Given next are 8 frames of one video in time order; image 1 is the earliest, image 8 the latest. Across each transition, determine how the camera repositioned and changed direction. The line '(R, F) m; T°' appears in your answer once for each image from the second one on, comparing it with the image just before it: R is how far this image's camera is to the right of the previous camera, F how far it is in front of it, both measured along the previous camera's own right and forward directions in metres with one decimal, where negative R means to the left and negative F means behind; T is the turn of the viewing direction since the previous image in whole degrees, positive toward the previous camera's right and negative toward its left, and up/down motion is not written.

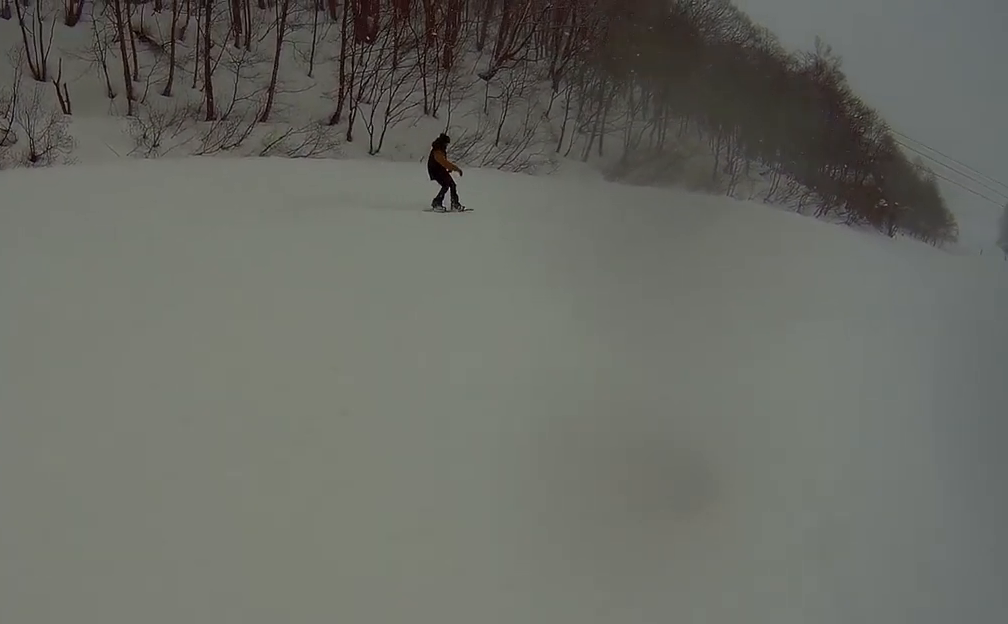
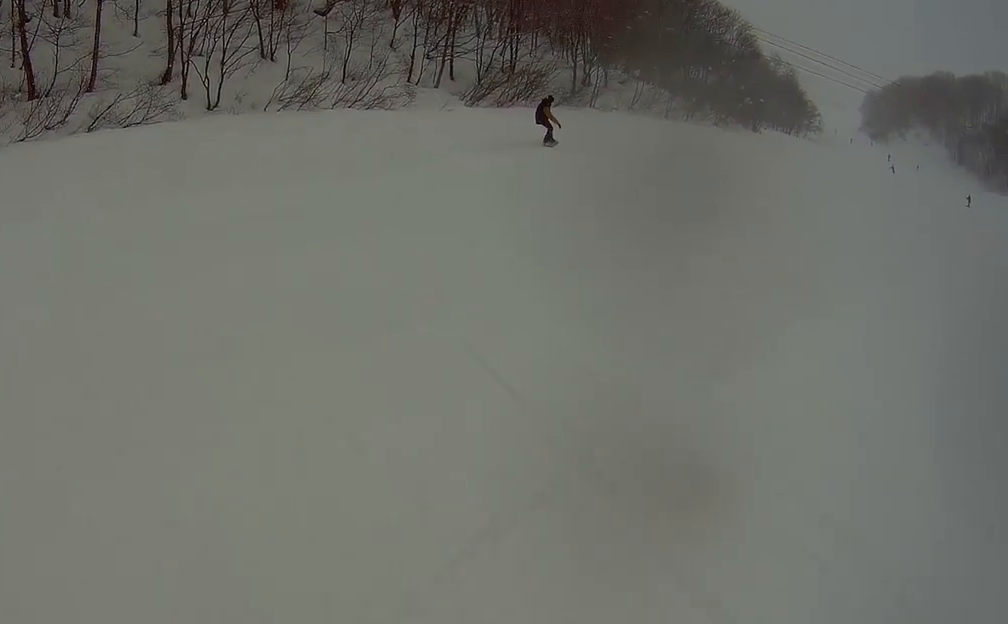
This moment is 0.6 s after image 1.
(-0.1, +2.7) m; -12°
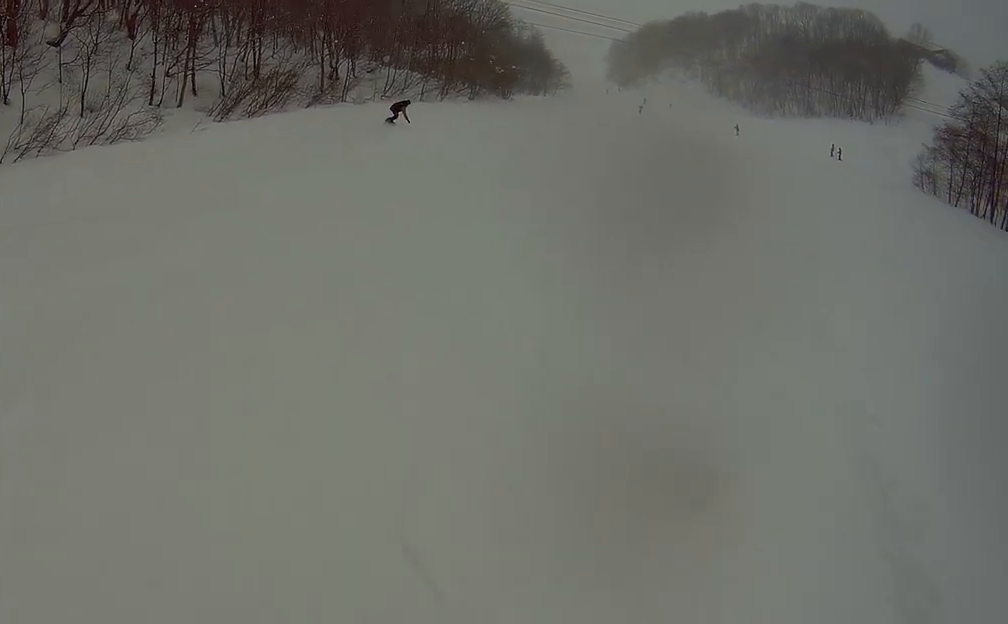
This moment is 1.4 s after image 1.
(-0.5, +3.1) m; -1°
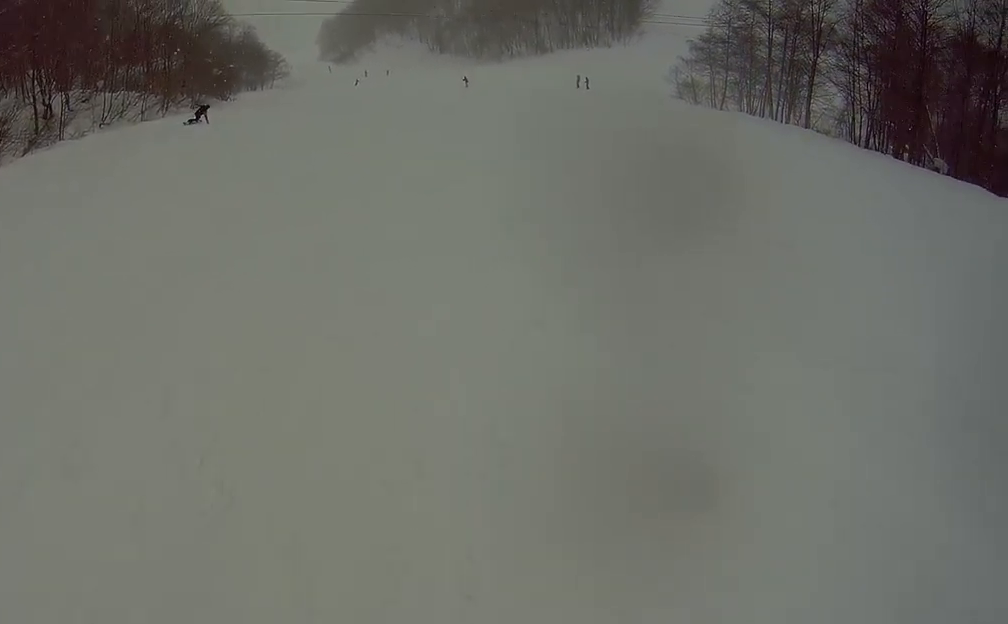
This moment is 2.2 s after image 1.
(+0.1, +3.2) m; +16°
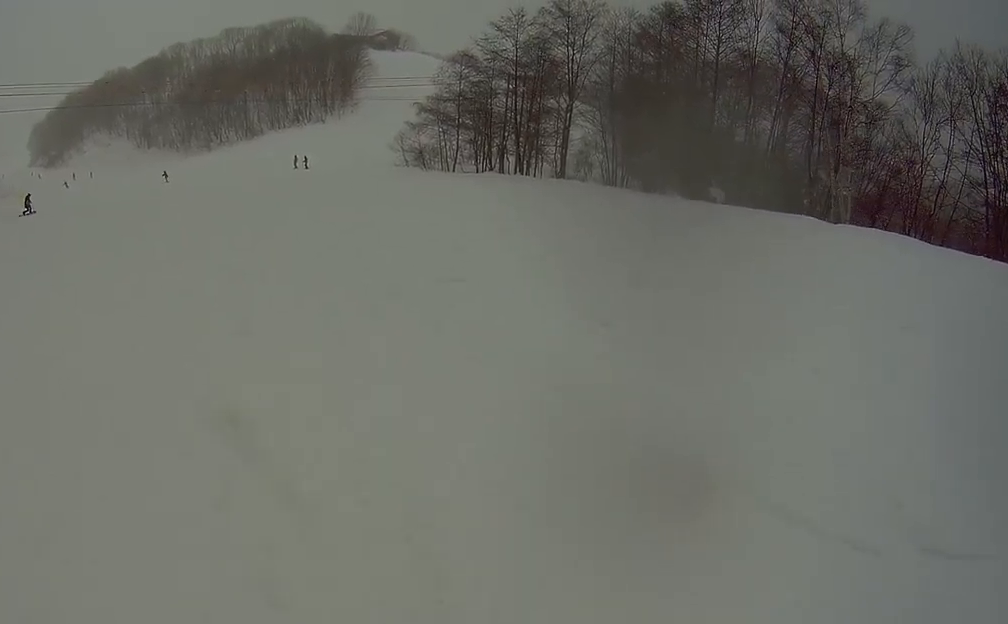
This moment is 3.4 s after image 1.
(+1.6, +4.5) m; +33°
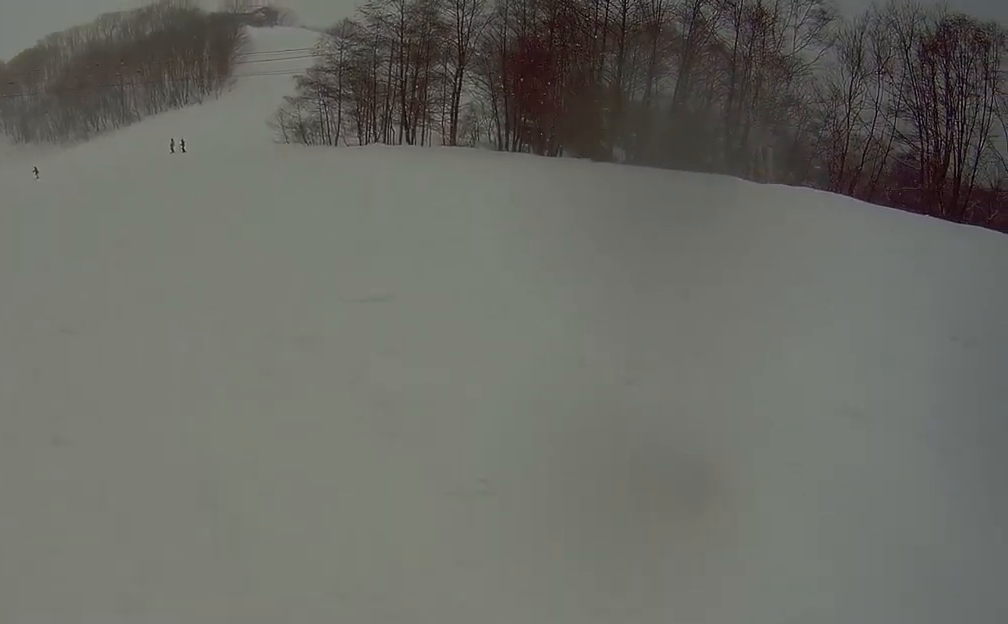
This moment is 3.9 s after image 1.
(+0.1, +1.9) m; +10°
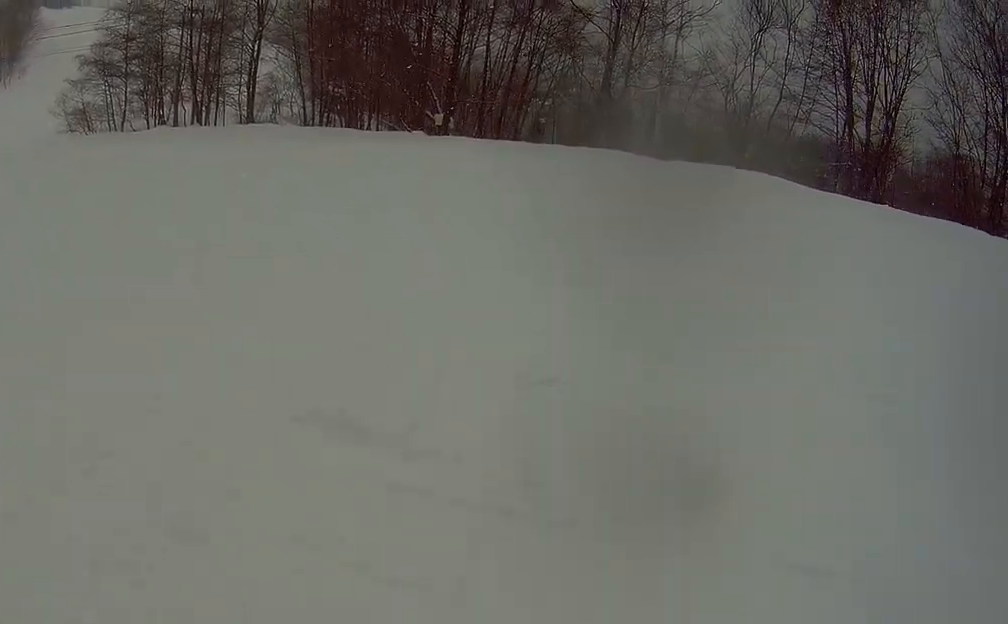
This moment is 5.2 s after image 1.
(+1.4, +5.0) m; +24°
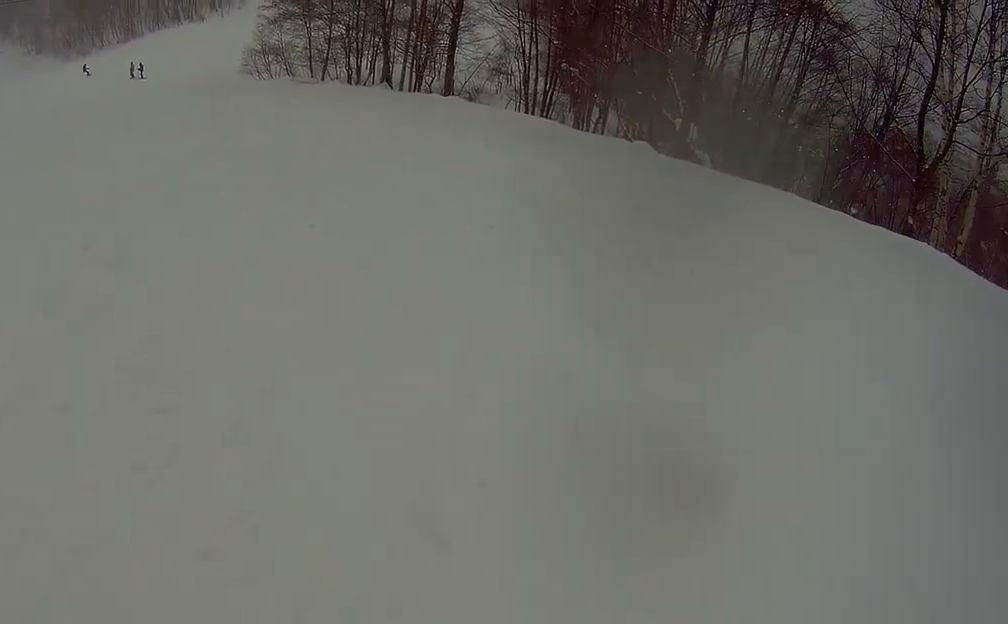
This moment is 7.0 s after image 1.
(-0.1, +7.4) m; -4°
